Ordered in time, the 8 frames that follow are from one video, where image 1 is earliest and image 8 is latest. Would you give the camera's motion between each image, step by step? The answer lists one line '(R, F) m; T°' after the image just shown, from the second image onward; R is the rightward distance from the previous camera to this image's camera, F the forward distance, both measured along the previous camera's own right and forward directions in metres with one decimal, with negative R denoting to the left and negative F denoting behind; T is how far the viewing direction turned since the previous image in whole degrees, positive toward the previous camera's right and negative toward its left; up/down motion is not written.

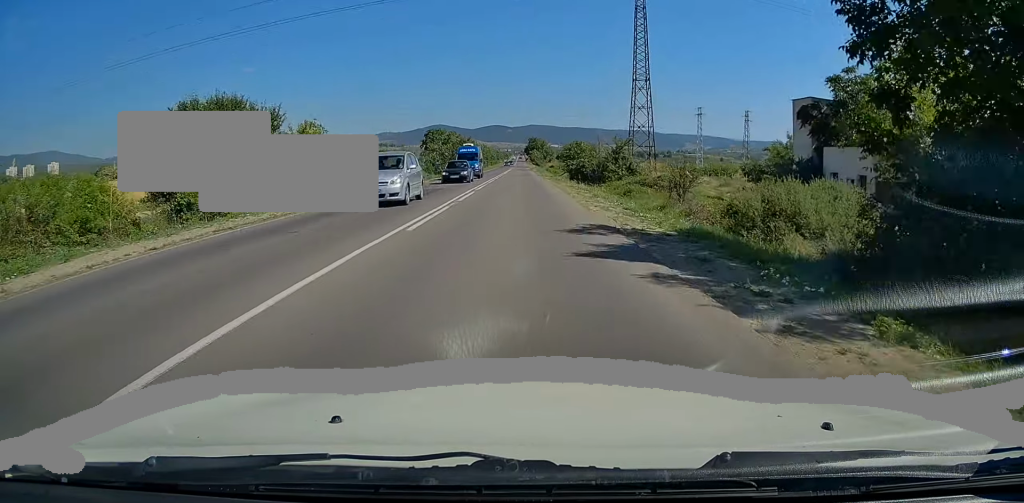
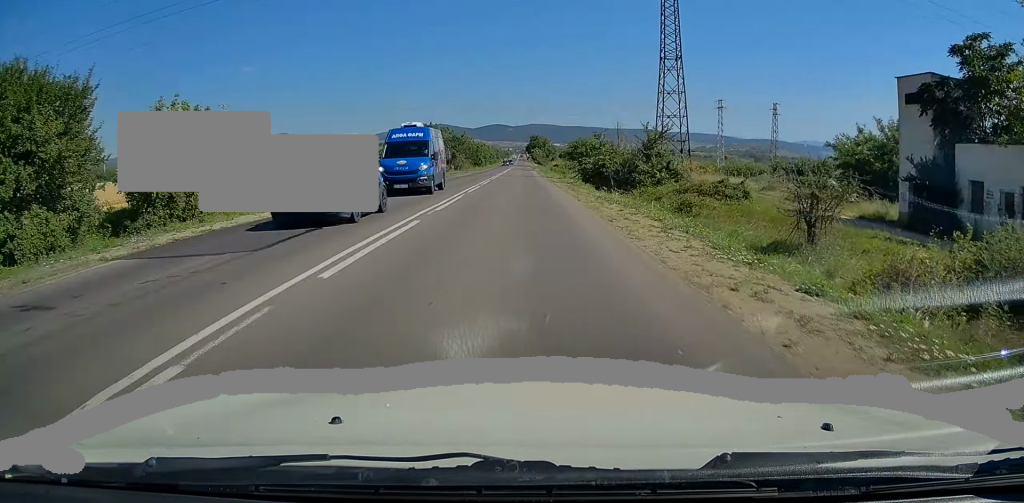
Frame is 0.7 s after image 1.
(+0.1, +13.9) m; 0°
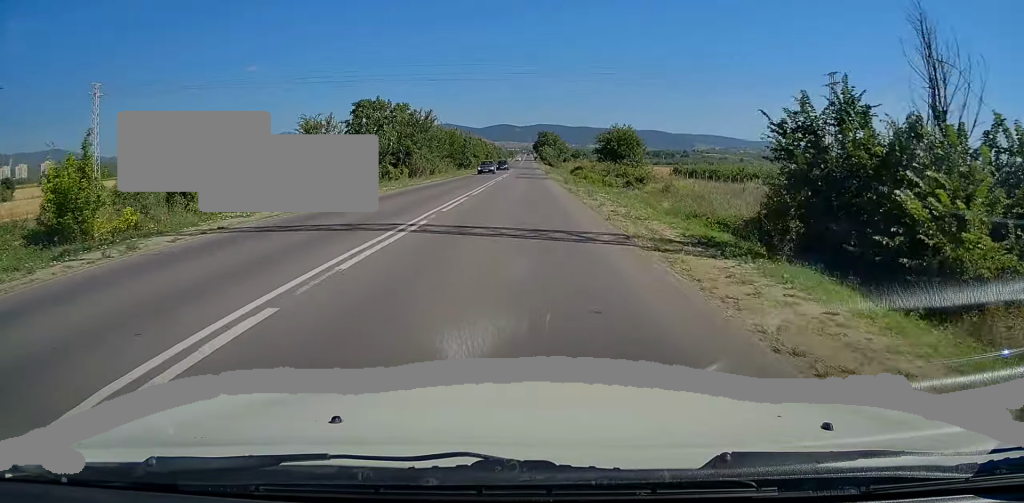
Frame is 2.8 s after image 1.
(-0.2, +44.4) m; 0°
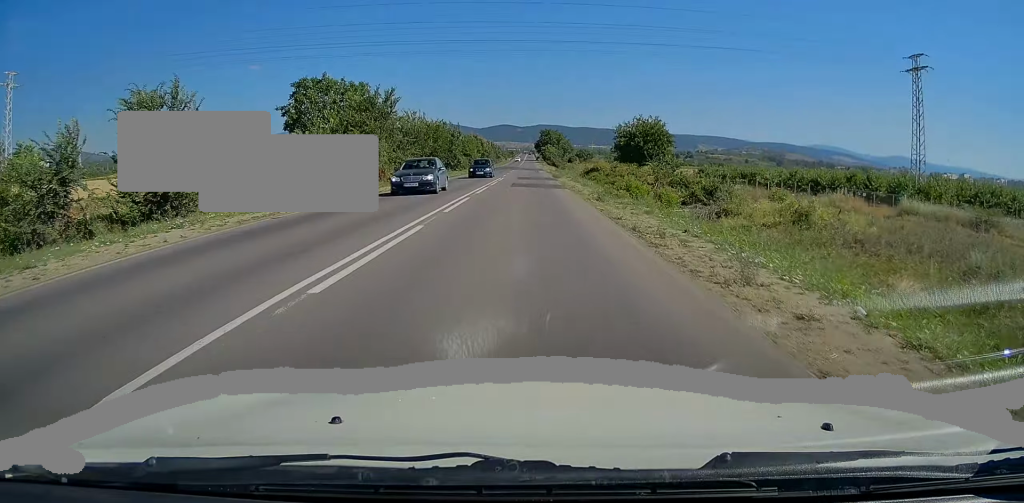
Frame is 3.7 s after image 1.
(+0.1, +18.7) m; 0°
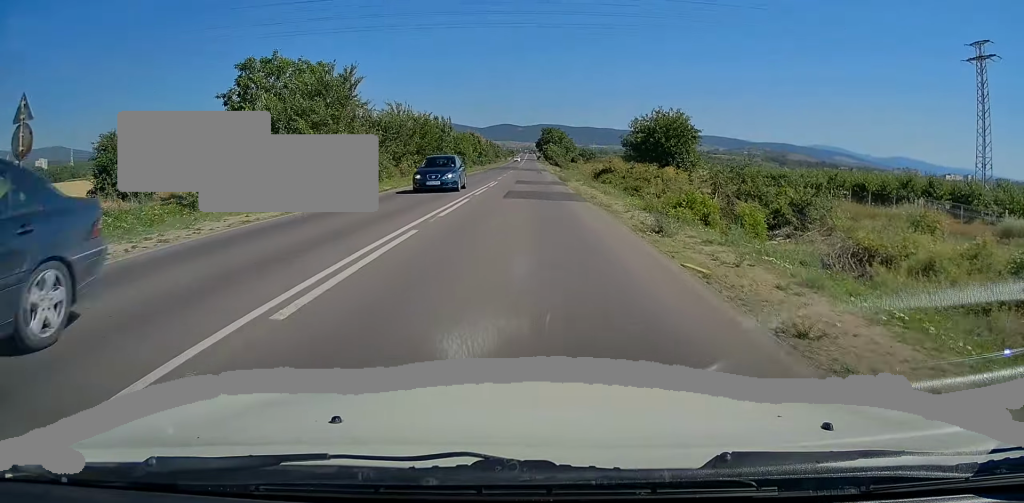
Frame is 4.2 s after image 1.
(-0.2, +10.4) m; 0°
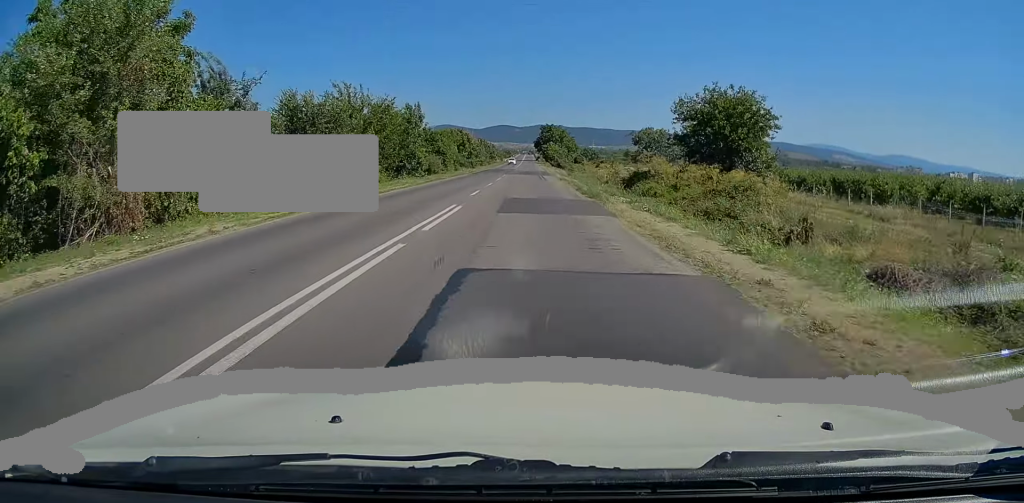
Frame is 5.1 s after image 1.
(0.0, +19.4) m; 0°
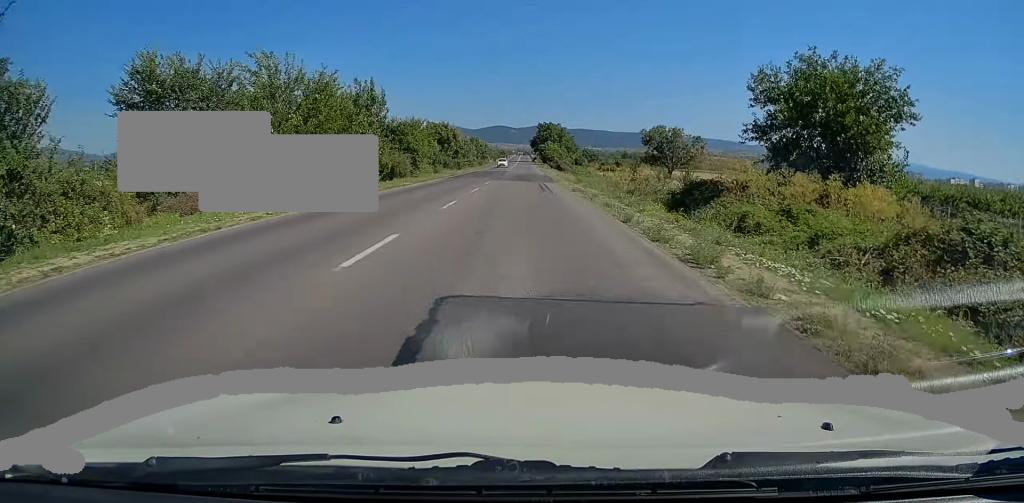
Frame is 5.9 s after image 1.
(+0.1, +16.0) m; 0°
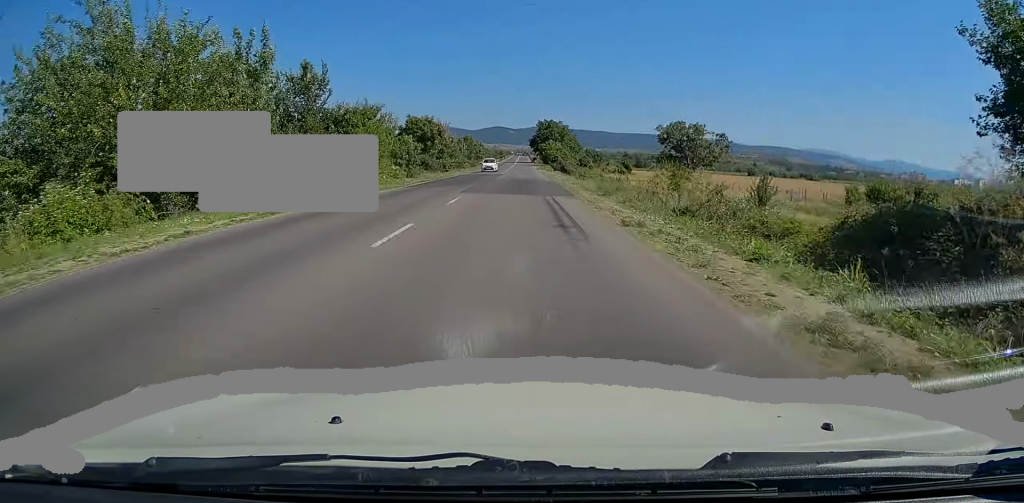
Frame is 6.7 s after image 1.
(0.0, +15.9) m; 0°
